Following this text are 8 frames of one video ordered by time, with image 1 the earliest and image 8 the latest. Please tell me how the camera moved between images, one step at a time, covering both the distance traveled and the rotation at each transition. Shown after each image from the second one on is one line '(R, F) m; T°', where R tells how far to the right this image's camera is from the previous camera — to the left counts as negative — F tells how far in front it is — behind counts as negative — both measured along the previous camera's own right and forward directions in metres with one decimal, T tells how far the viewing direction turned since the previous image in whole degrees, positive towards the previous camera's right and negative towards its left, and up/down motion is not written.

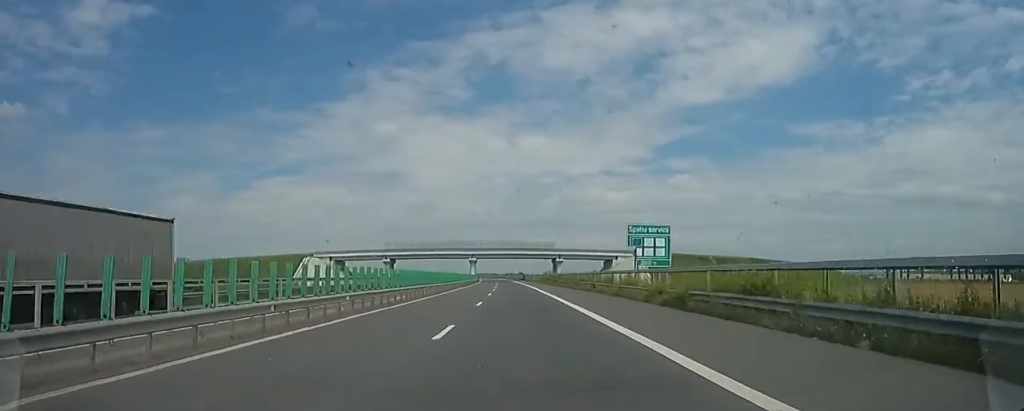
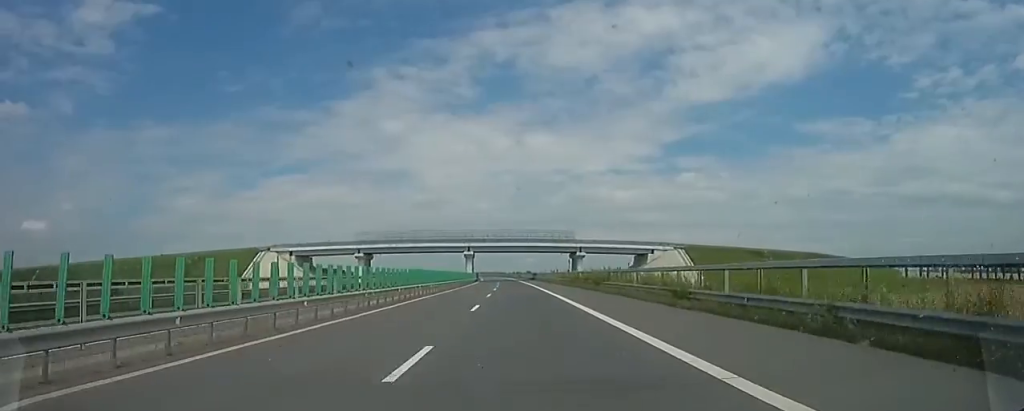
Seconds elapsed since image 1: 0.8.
(-0.6, +28.2) m; -1°
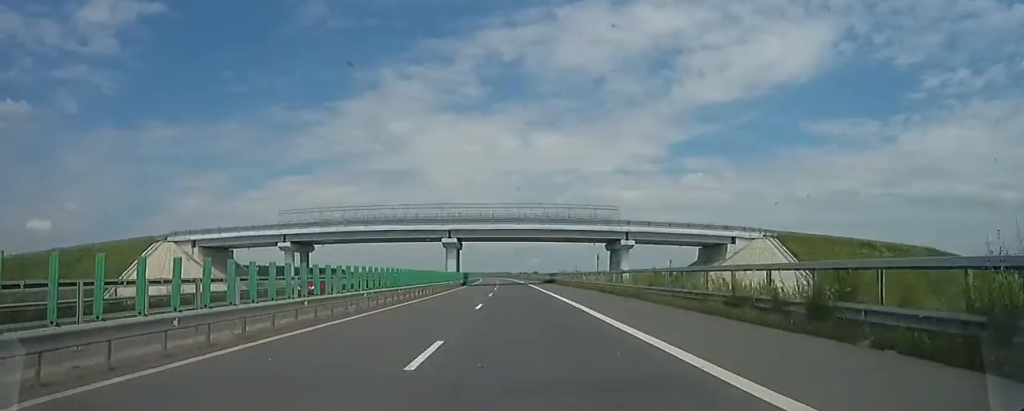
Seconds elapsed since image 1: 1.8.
(-0.3, +36.5) m; -1°
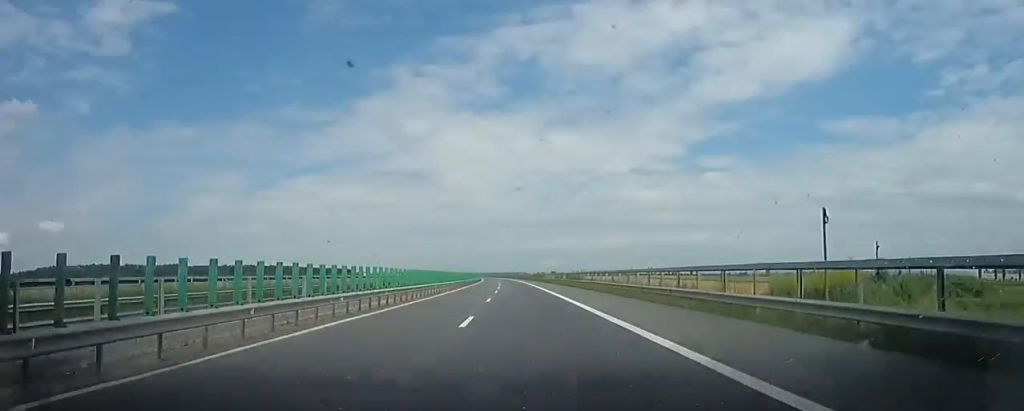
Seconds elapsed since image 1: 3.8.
(-0.5, +69.5) m; -2°
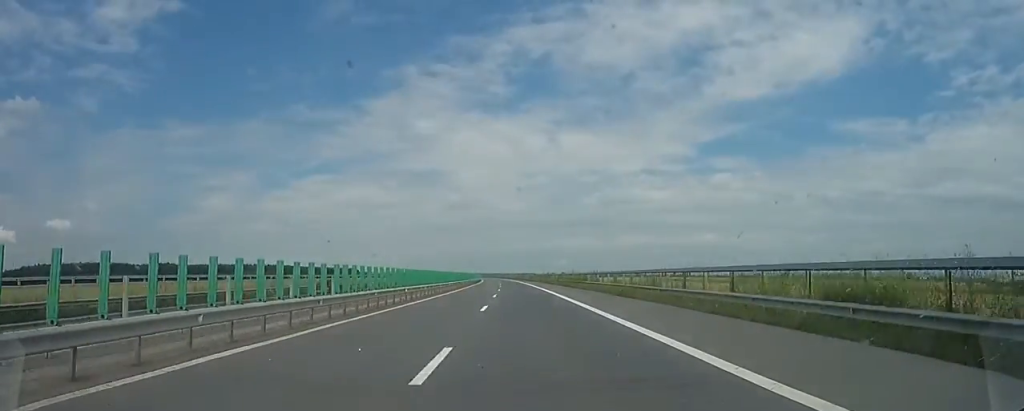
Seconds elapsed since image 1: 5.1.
(-0.9, +44.6) m; -1°
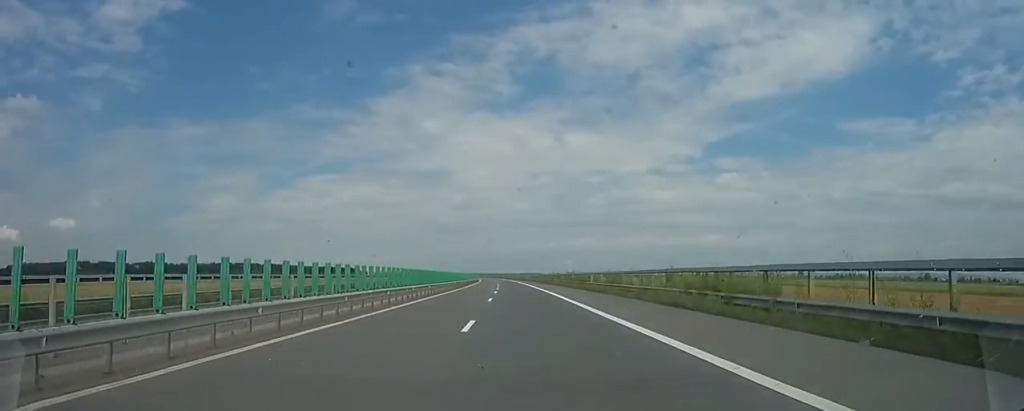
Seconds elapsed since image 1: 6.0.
(-0.1, +33.9) m; -1°
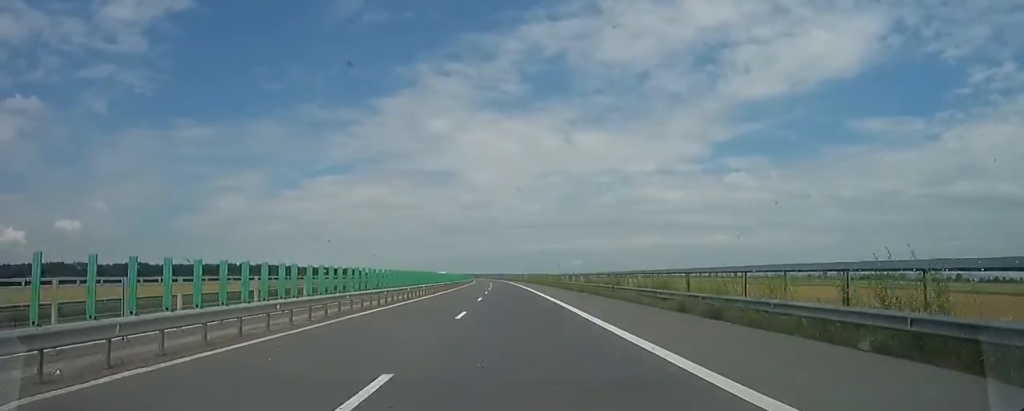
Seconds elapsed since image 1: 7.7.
(-0.2, +58.6) m; -2°
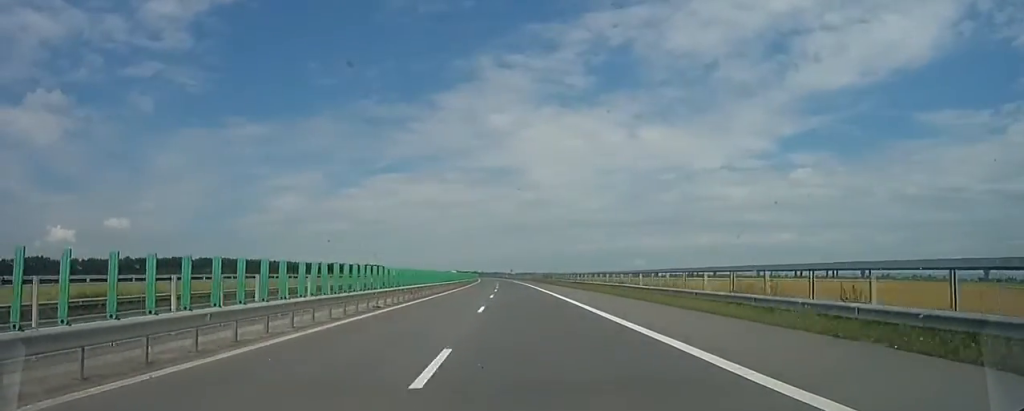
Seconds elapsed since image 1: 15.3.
(-21.6, +262.5) m; -7°
